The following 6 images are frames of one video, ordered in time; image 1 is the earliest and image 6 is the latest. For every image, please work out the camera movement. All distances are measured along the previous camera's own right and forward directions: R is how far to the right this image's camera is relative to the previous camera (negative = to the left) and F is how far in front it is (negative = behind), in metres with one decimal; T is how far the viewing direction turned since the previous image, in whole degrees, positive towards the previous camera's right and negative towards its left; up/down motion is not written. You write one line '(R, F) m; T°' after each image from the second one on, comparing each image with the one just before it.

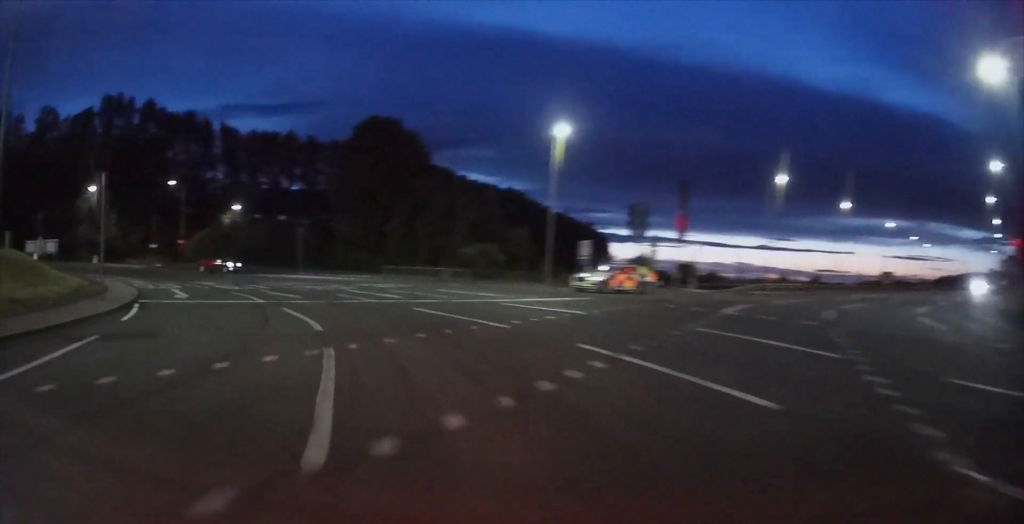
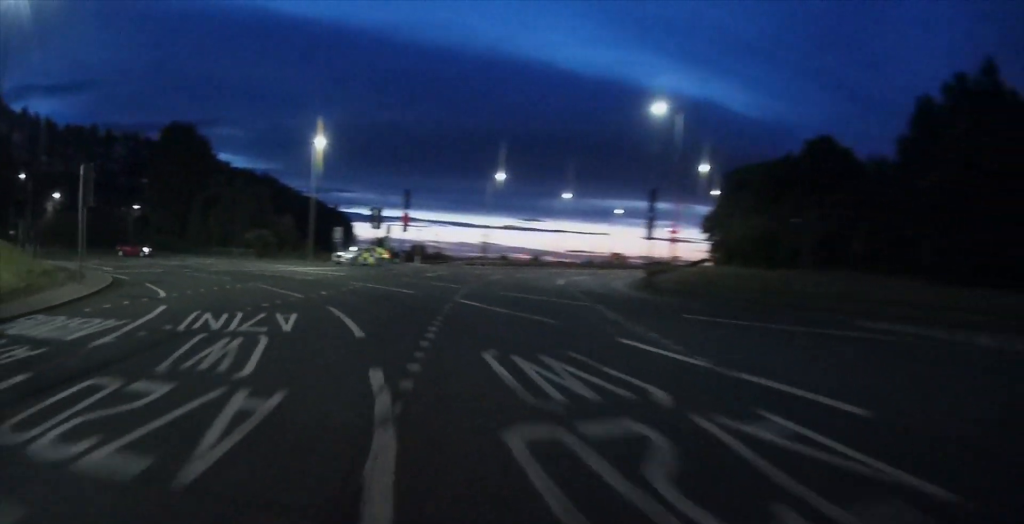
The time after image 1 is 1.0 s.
(+3.0, +15.5) m; +25°
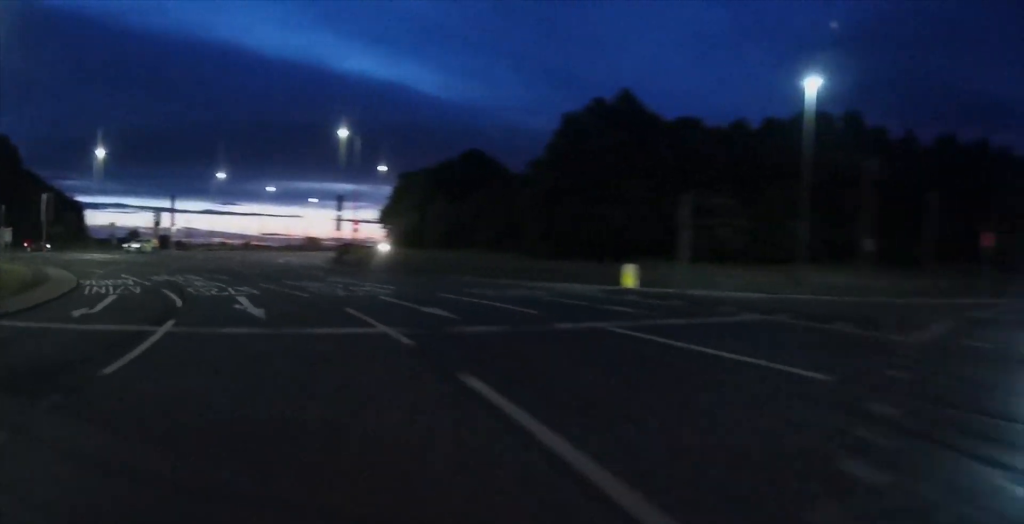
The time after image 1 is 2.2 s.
(+4.3, +17.0) m; +31°
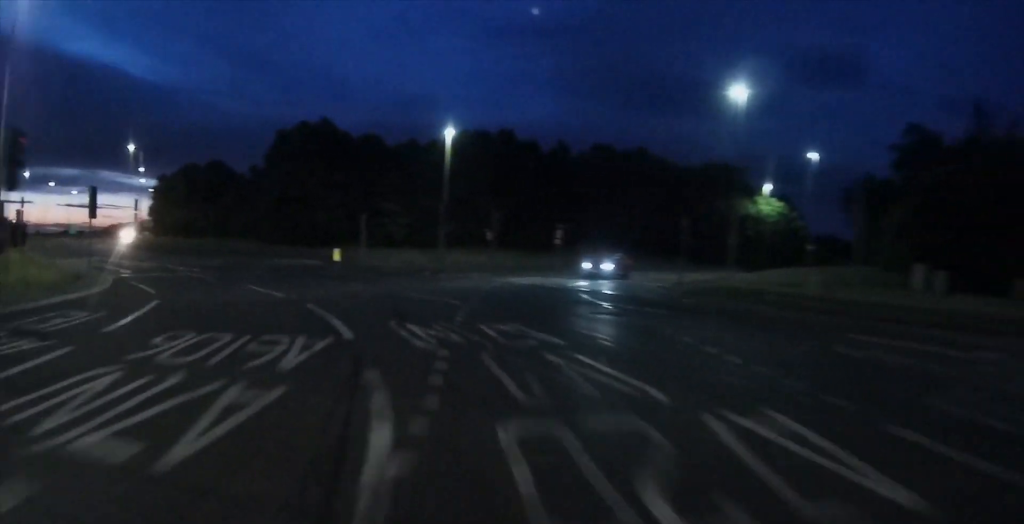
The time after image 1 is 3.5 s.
(+7.1, +20.5) m; +29°
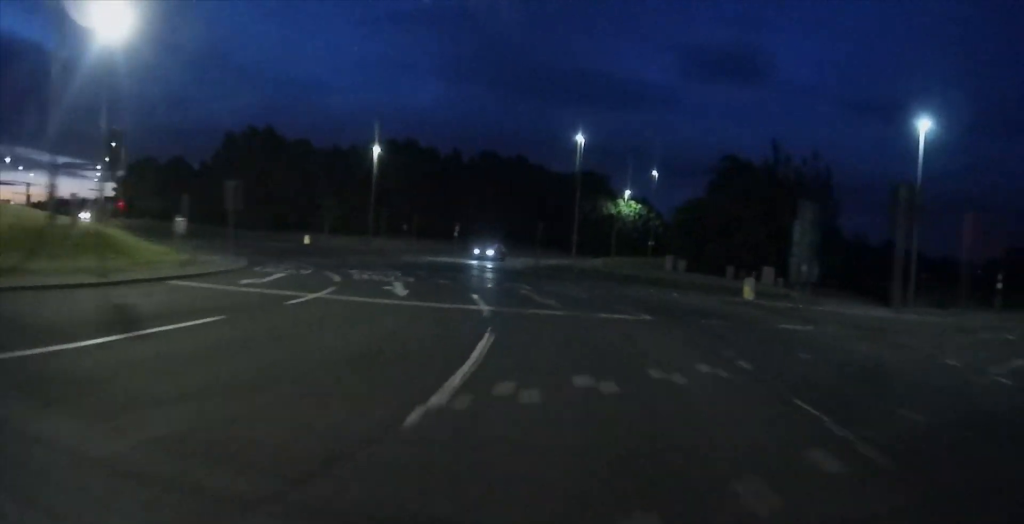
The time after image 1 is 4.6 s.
(+2.8, +20.0) m; +7°
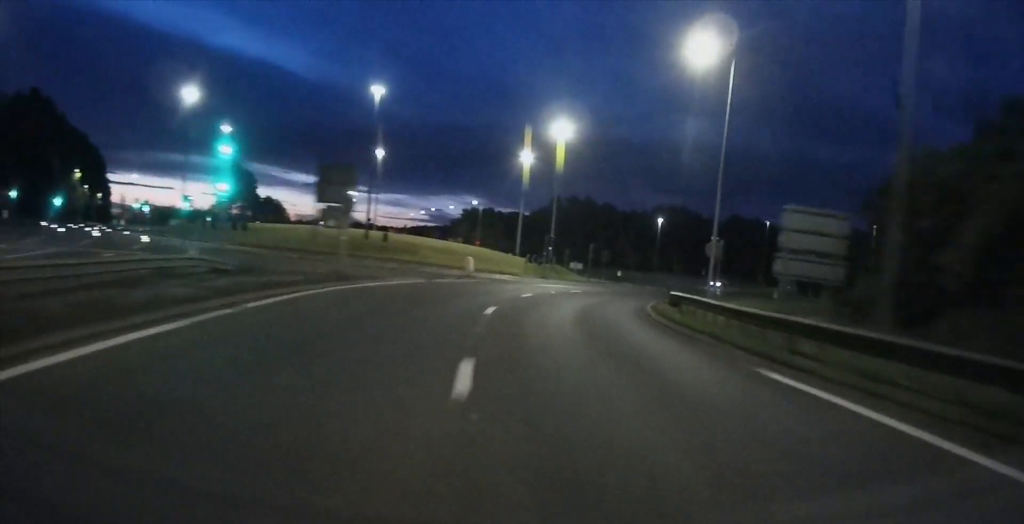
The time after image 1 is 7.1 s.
(-6.4, +49.6) m; -16°
